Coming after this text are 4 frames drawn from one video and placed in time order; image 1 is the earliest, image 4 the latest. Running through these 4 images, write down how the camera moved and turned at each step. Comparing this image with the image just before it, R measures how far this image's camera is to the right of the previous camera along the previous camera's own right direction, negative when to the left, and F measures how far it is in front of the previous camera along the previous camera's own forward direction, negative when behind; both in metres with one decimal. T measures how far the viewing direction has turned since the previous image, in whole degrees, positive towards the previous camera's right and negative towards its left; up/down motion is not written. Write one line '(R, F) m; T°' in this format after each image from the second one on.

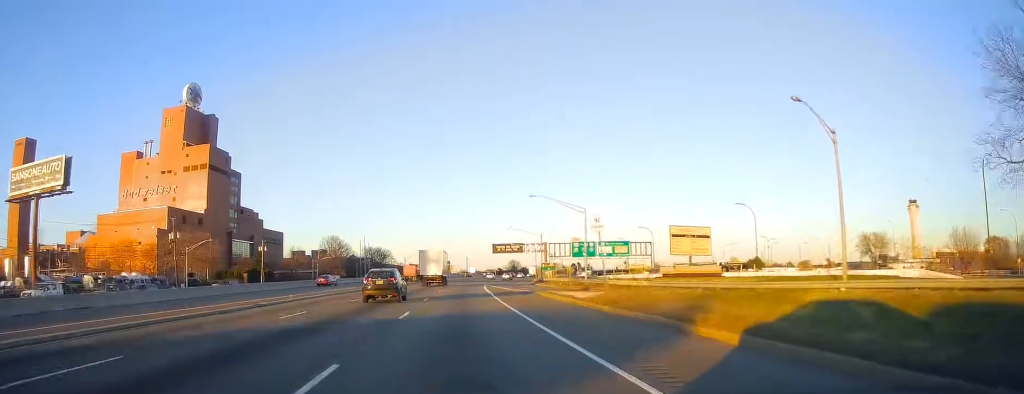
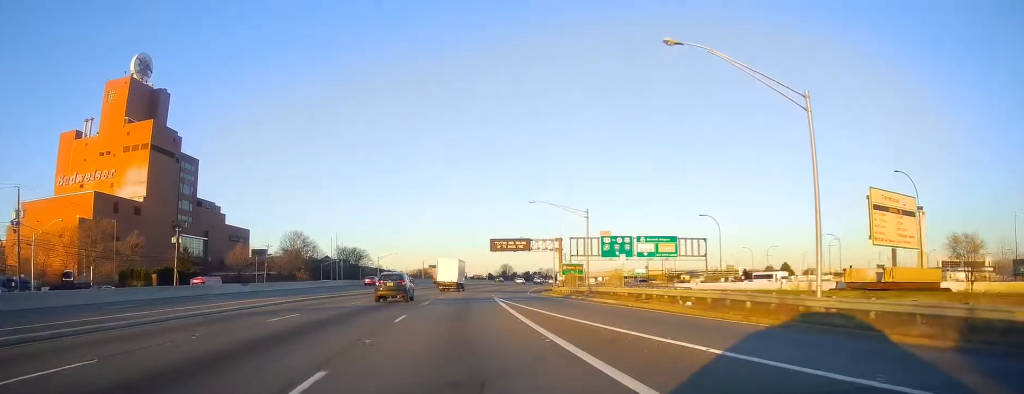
(+0.1, +37.4) m; 0°
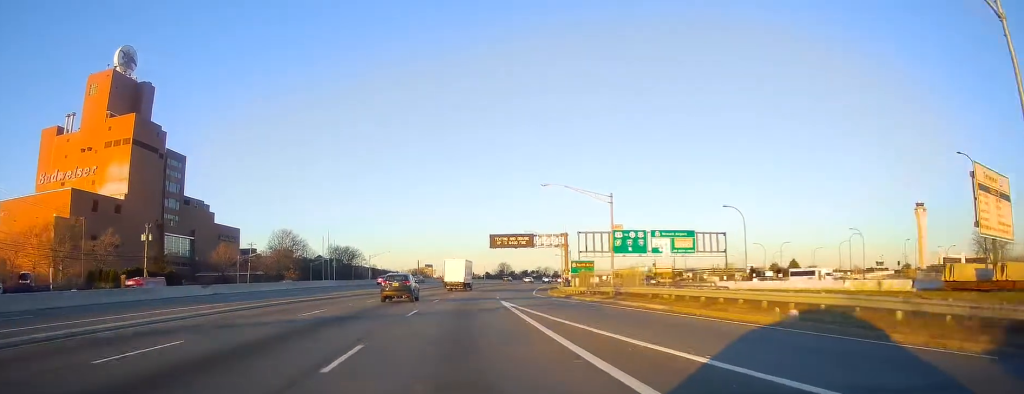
(0.0, +9.0) m; 0°
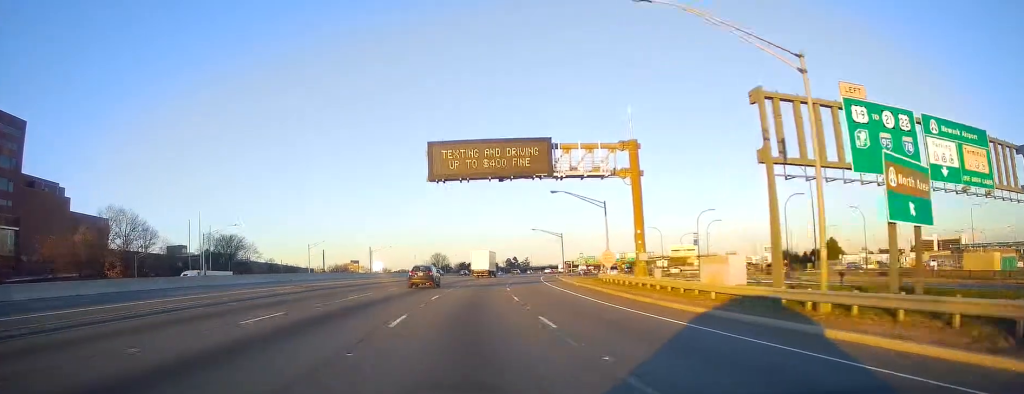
(+1.8, +67.6) m; +4°
